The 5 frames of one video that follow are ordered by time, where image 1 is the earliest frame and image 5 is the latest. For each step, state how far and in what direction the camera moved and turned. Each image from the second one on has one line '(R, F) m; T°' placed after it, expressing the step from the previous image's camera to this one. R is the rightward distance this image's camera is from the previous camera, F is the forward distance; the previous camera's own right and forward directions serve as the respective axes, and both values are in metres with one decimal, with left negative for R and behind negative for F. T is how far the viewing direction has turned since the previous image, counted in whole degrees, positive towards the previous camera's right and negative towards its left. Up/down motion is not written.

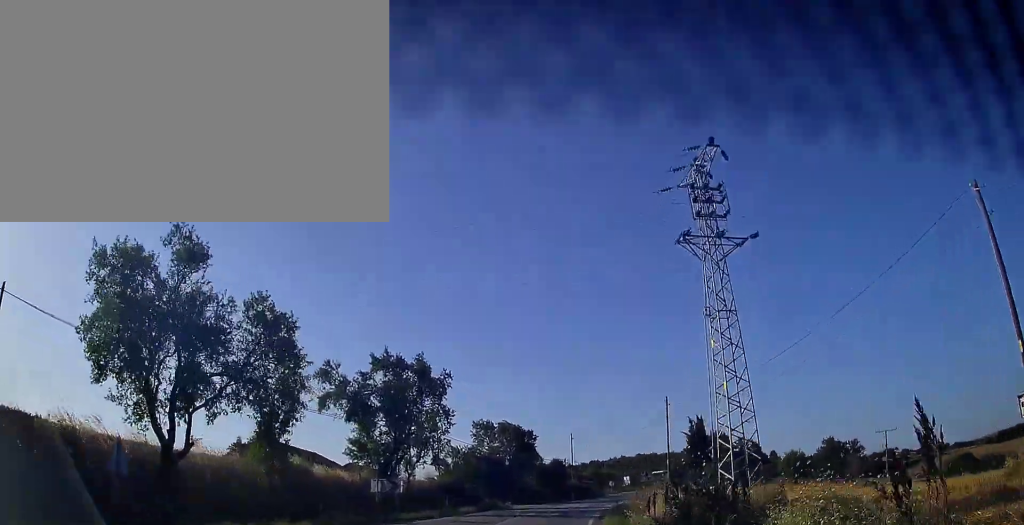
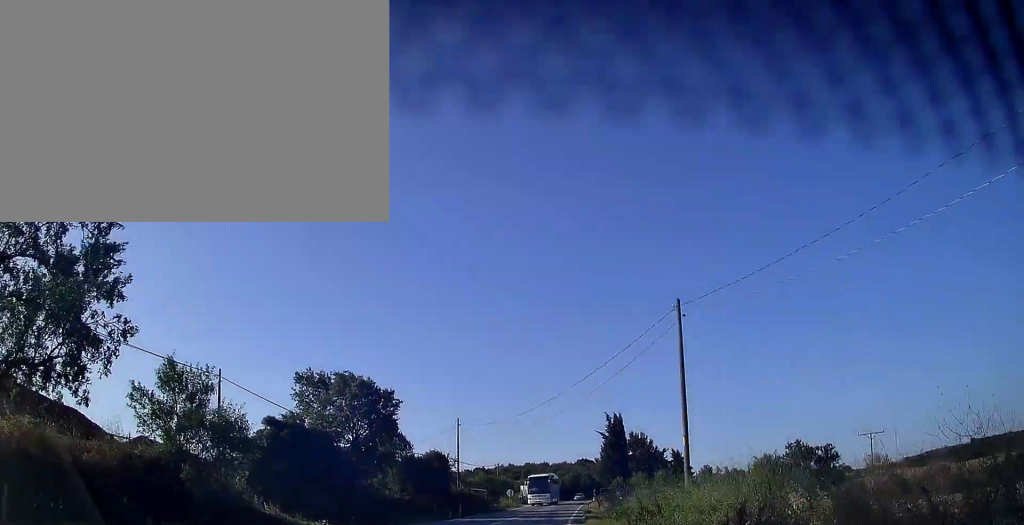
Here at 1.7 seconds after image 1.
(+2.3, +26.4) m; +11°
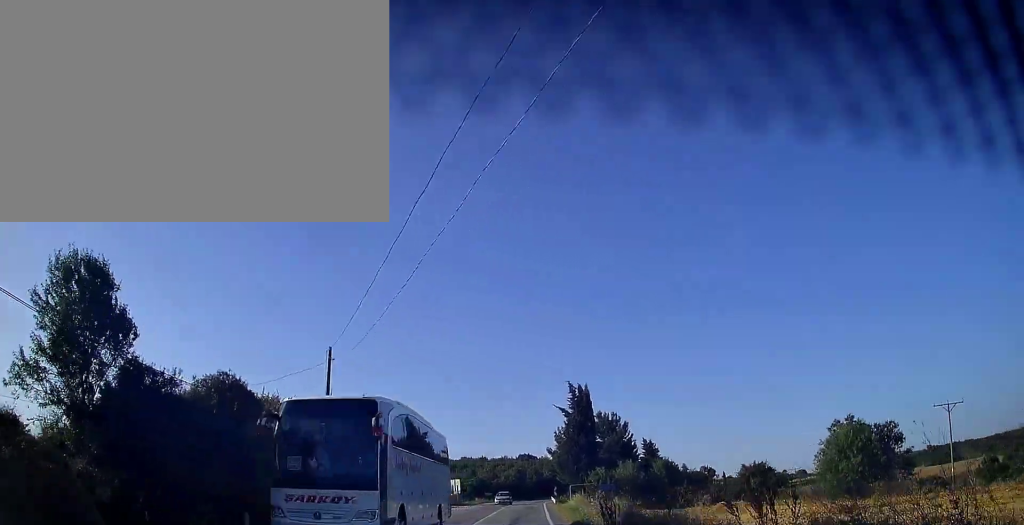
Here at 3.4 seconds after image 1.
(+2.1, +26.9) m; +7°
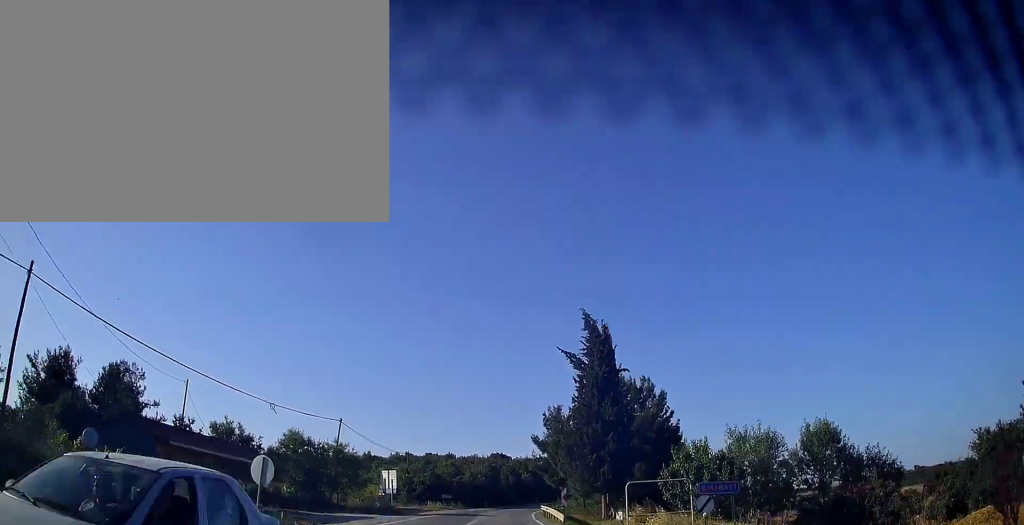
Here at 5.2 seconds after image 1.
(+1.3, +29.6) m; +4°
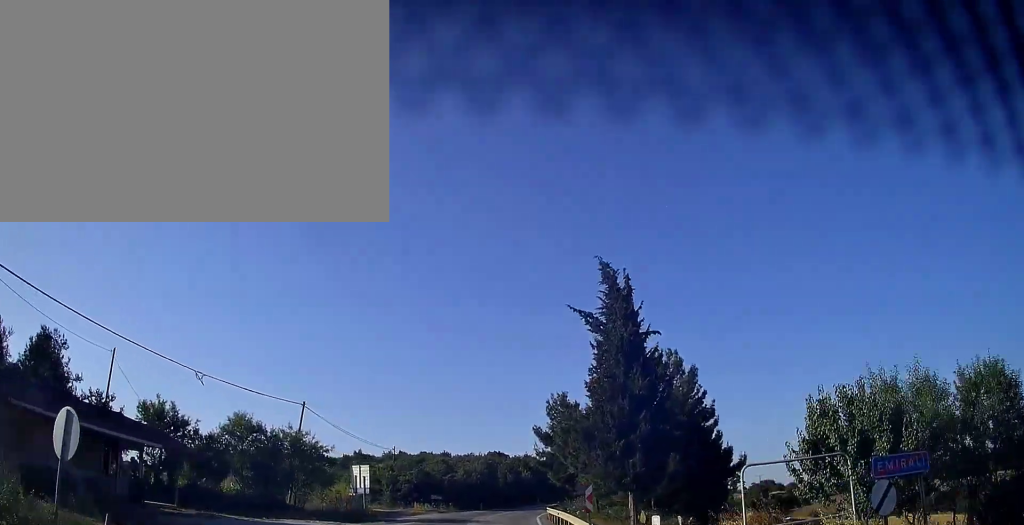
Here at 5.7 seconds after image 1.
(+0.1, +8.6) m; +1°
